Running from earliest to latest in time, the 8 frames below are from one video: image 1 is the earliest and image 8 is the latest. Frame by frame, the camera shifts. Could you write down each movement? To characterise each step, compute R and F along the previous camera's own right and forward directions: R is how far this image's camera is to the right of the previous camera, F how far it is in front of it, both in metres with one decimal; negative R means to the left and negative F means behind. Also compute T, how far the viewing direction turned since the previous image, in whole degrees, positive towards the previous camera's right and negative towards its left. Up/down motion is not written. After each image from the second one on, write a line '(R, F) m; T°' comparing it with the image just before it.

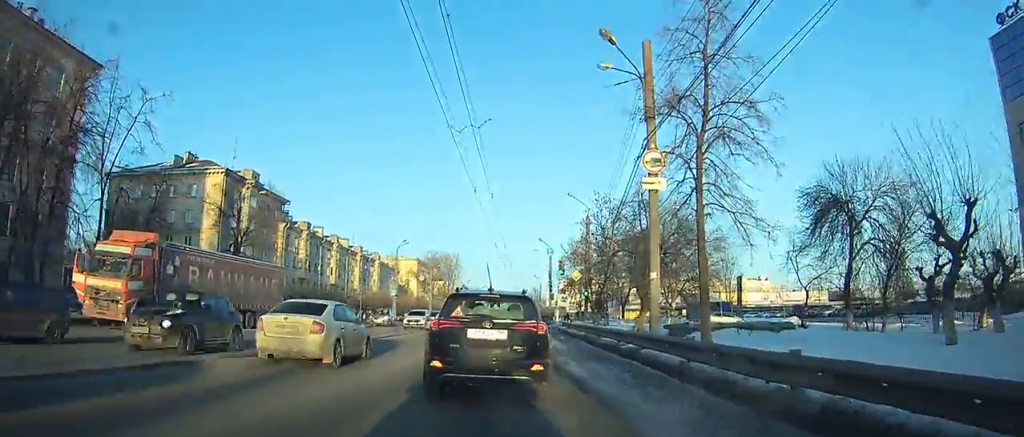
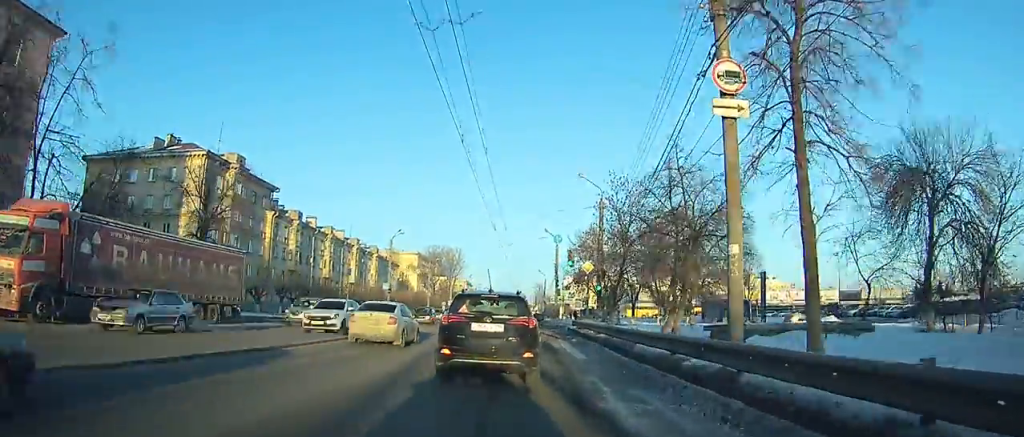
(0.0, +5.4) m; 0°
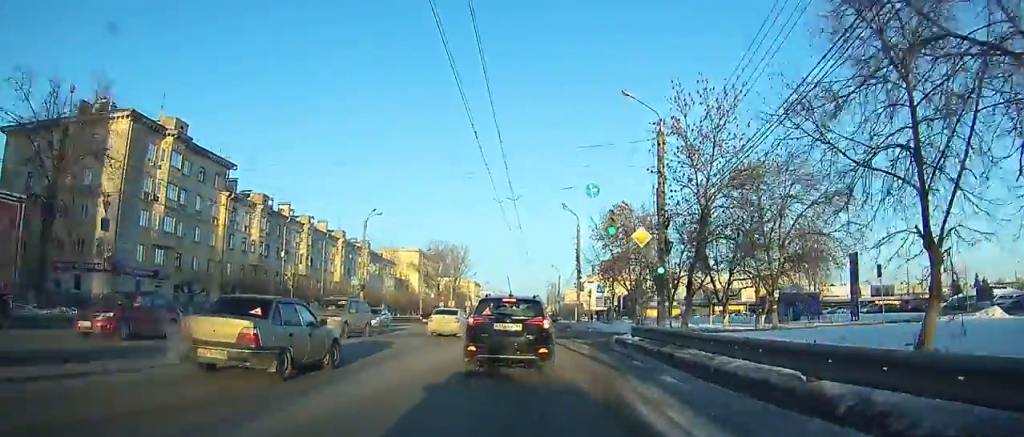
(-0.1, +12.9) m; +1°
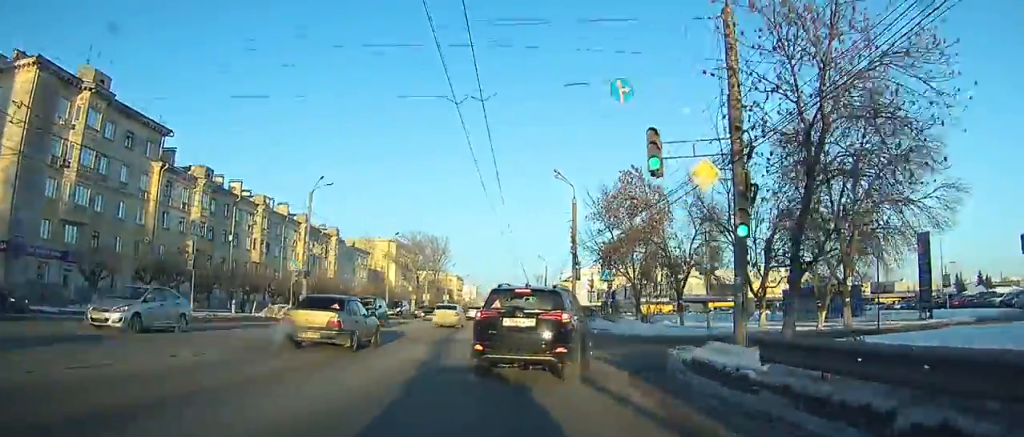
(+0.2, +7.9) m; +6°
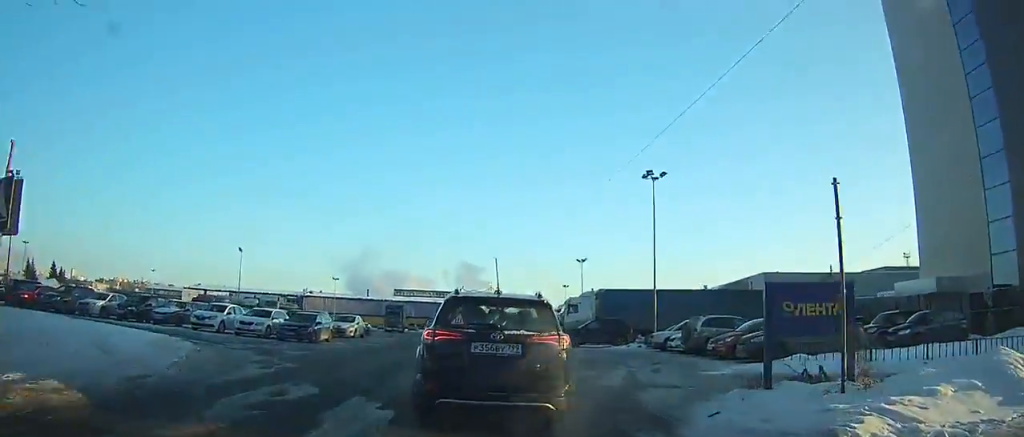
(+14.6, +23.6) m; +78°
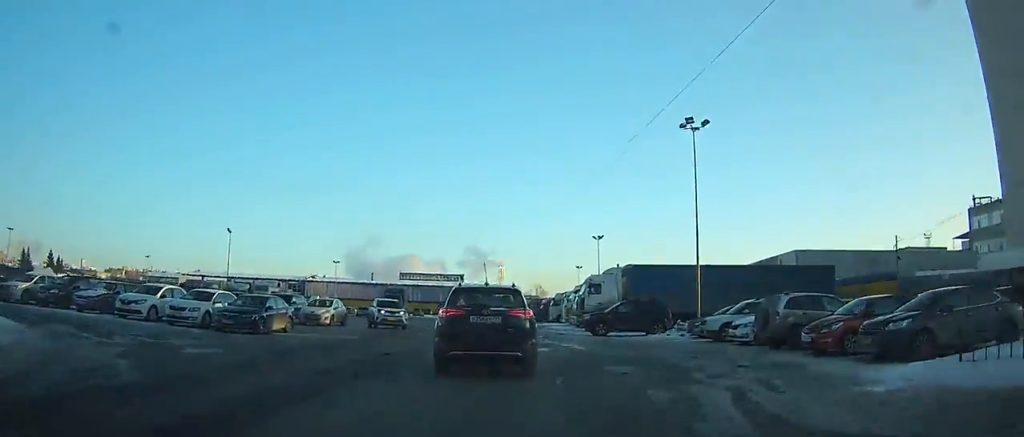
(+1.1, +8.3) m; +5°
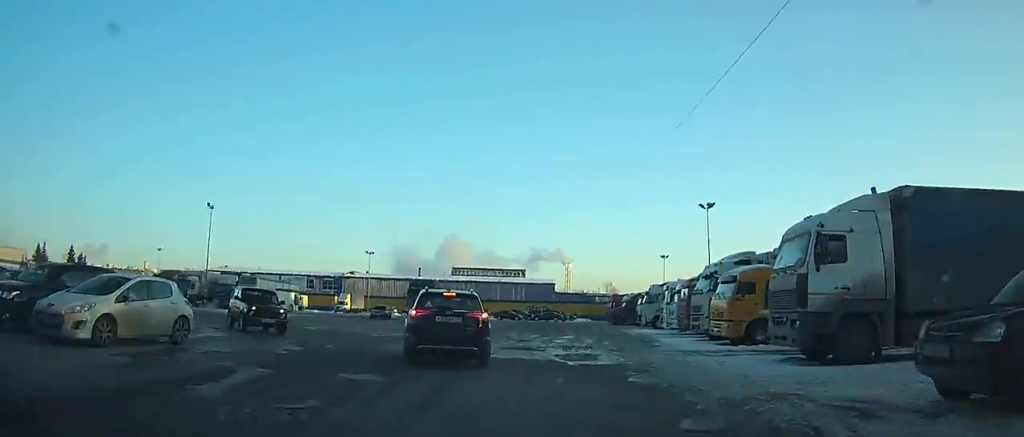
(-0.7, +18.2) m; -8°
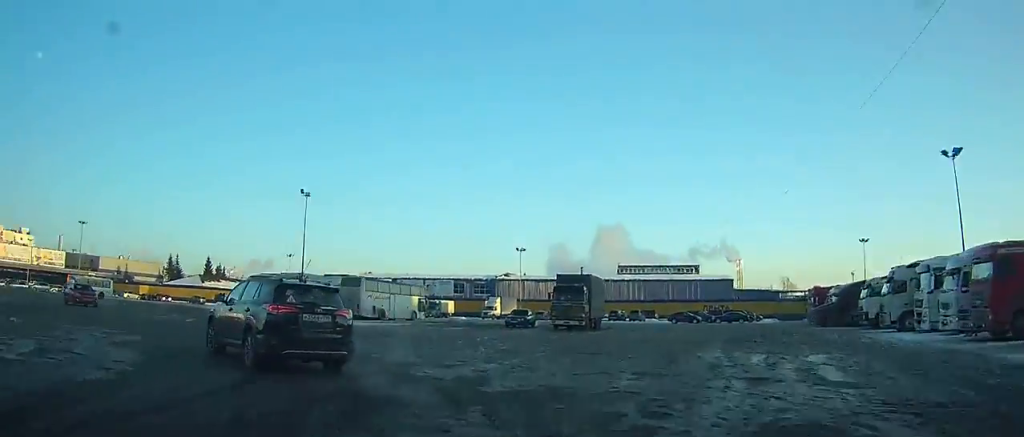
(-1.3, +13.8) m; -21°
